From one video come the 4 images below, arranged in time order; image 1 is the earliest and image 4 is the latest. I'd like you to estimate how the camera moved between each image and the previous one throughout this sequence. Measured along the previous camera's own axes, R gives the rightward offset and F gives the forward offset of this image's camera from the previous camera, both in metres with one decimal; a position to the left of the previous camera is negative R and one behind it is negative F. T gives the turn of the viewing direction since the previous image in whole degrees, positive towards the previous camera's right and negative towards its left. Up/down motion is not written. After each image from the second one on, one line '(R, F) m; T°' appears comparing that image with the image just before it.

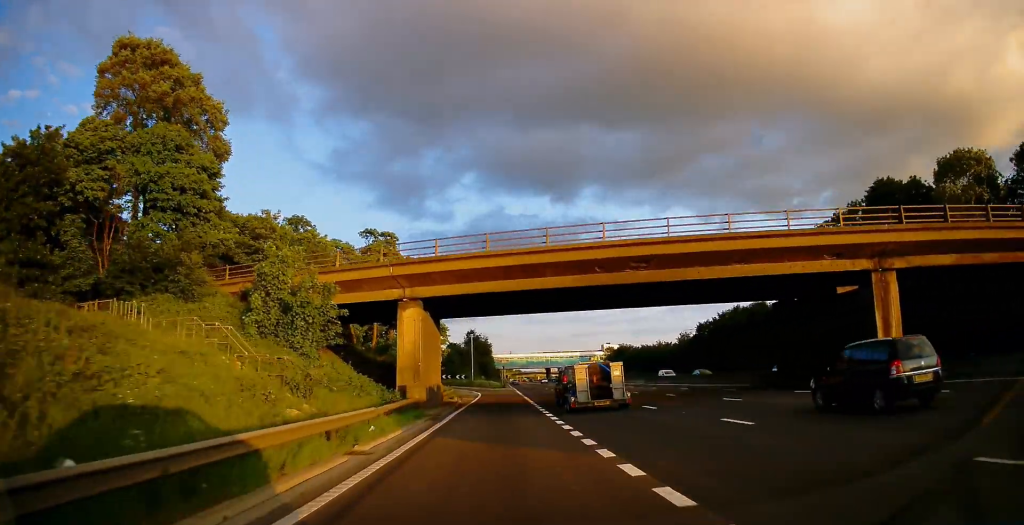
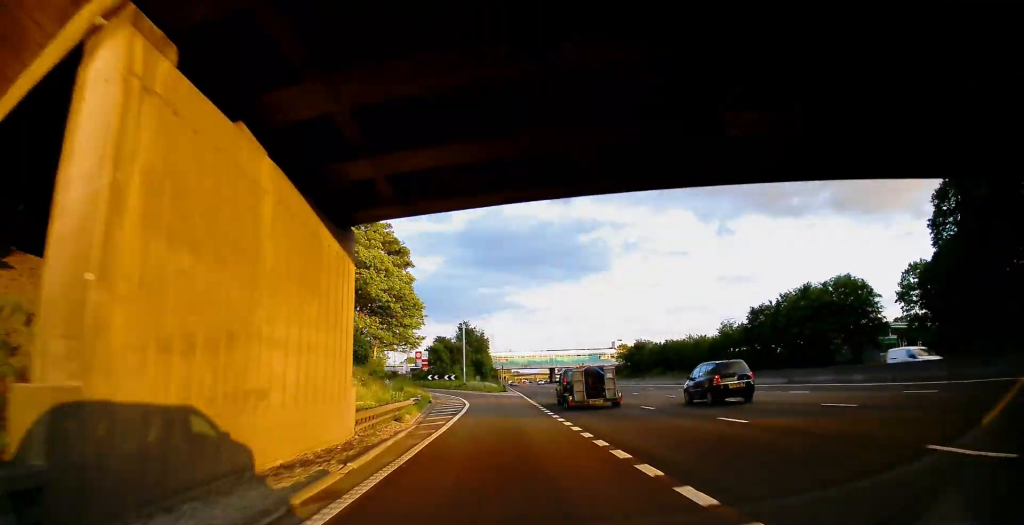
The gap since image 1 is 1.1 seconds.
(+0.3, +26.0) m; +1°
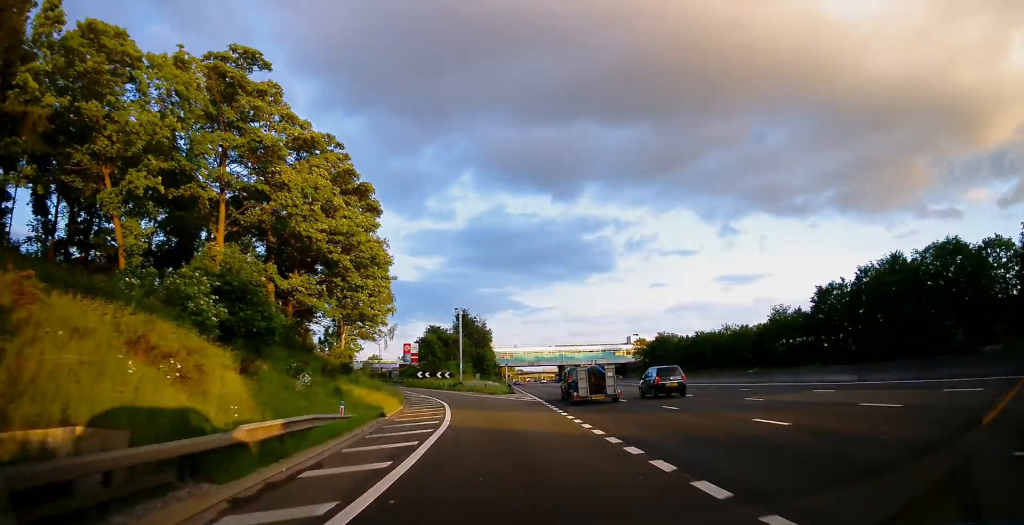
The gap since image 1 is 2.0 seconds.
(+0.1, +19.2) m; -1°
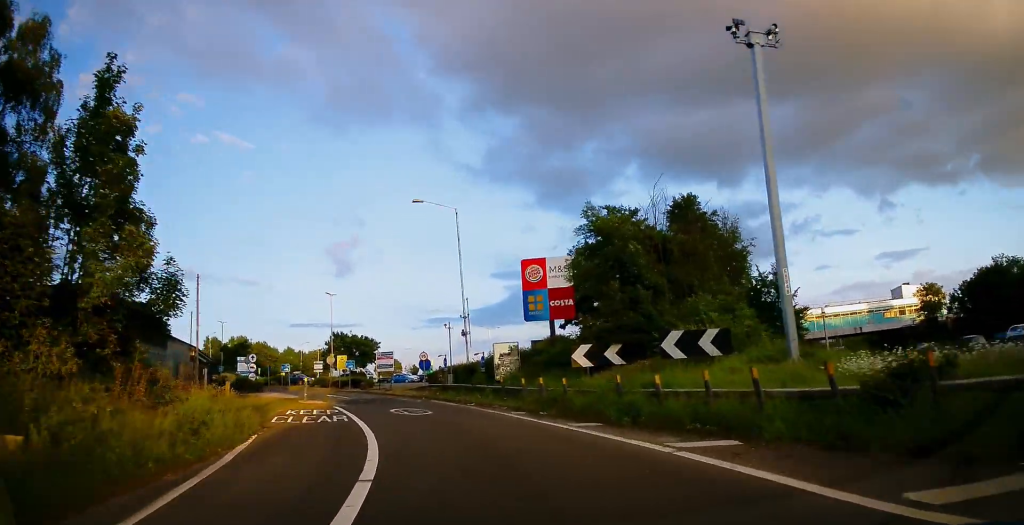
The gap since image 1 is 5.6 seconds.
(-7.9, +68.0) m; -16°
